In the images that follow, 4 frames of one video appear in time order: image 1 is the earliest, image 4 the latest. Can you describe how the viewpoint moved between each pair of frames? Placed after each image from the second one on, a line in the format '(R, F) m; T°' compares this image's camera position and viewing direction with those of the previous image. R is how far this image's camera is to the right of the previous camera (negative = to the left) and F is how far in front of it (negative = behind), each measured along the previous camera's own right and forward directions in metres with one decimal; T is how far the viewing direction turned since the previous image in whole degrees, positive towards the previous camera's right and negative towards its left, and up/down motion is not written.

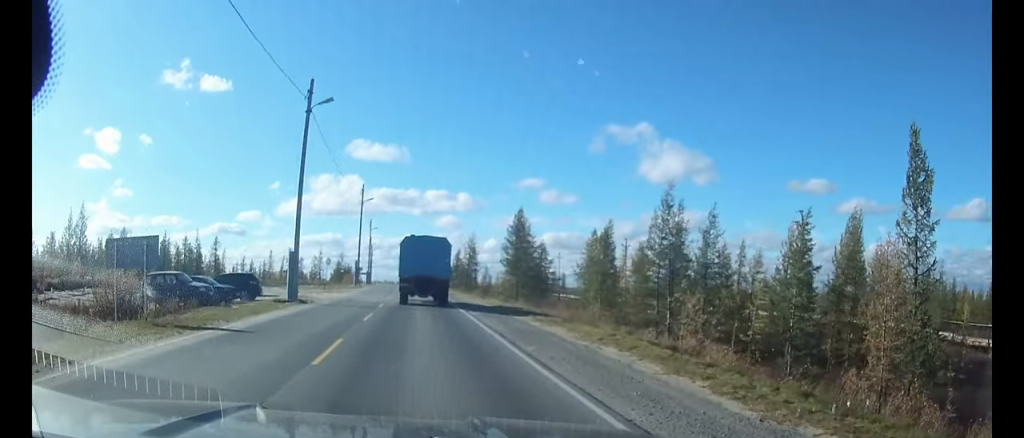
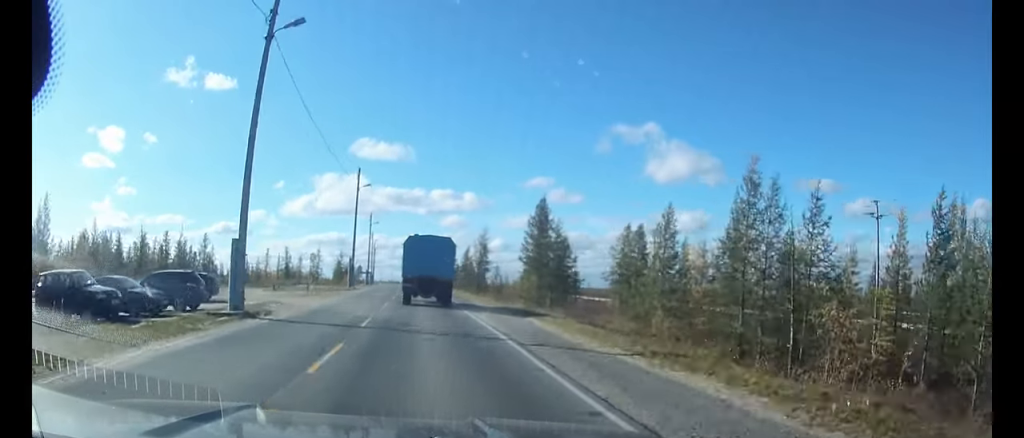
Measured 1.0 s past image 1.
(+0.1, +9.7) m; 0°
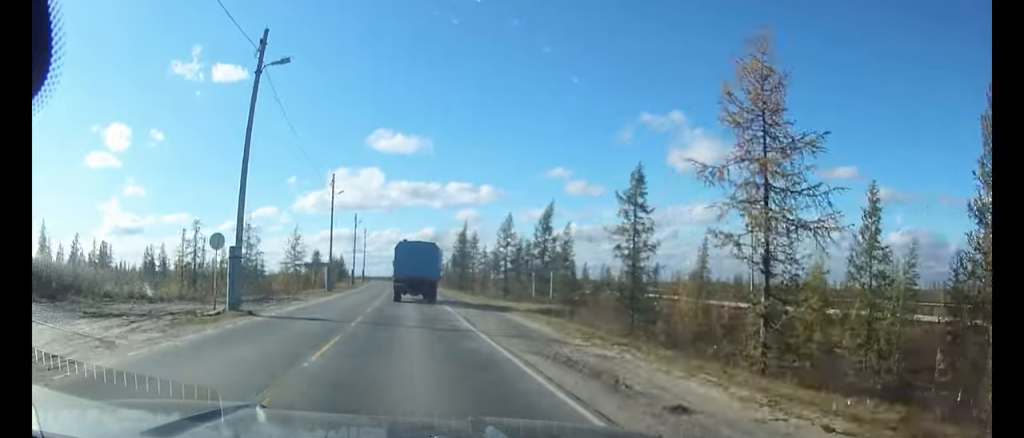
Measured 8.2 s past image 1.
(-3.5, +69.4) m; -4°
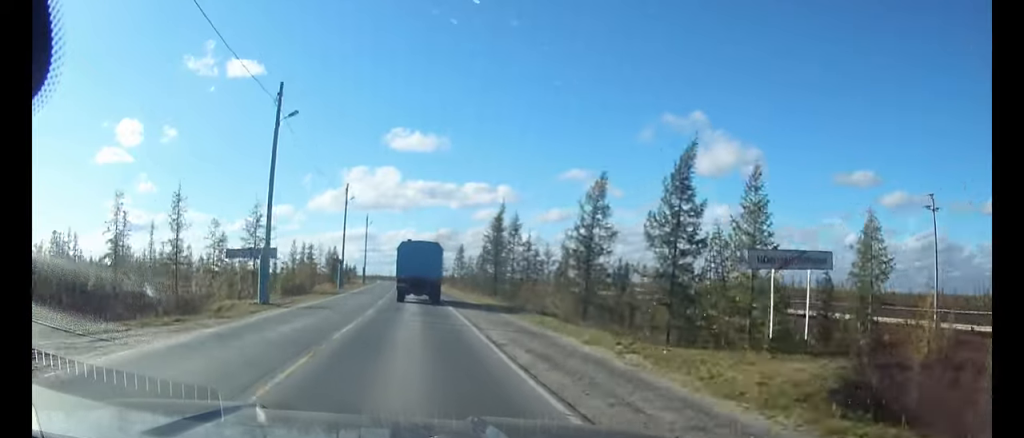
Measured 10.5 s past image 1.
(0.0, +27.2) m; -1°
